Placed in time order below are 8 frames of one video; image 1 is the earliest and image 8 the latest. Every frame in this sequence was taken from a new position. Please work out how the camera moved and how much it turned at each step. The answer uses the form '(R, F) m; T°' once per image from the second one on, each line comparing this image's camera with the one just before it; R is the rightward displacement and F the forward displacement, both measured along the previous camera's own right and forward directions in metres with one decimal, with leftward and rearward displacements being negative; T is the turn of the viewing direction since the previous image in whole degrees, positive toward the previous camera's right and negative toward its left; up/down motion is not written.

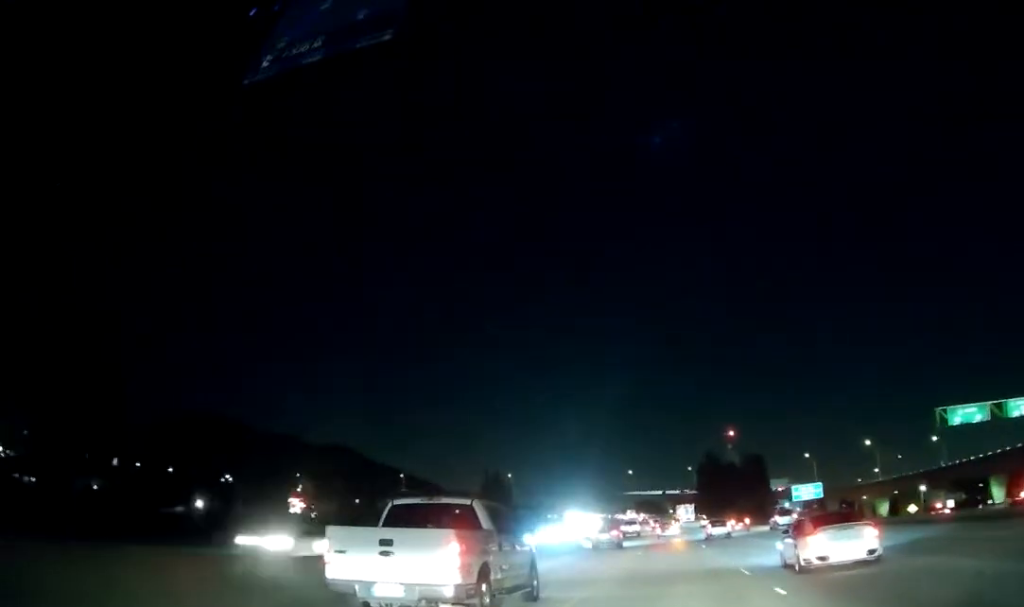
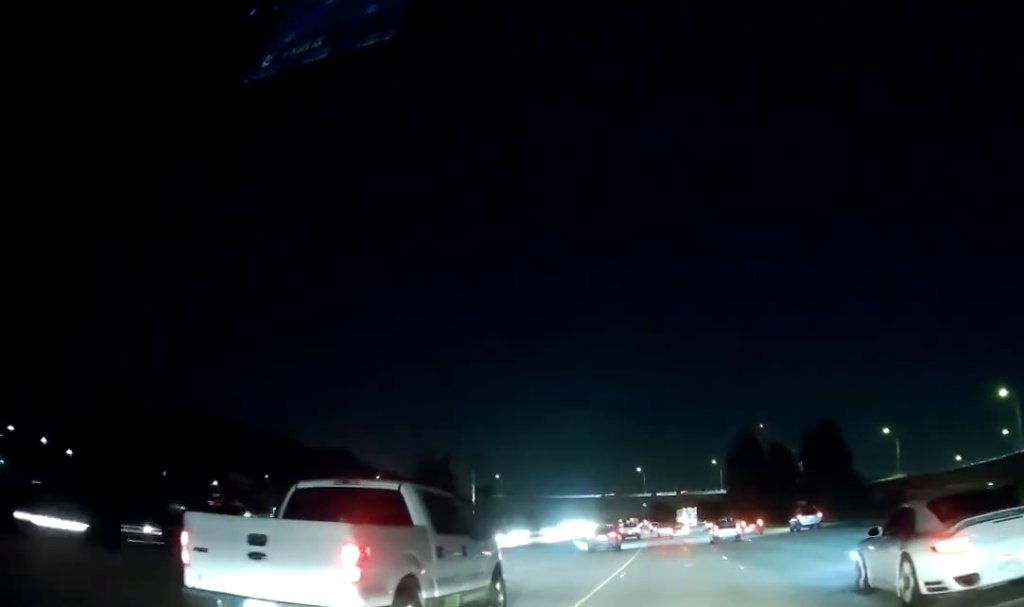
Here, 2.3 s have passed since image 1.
(-1.2, +70.4) m; -2°
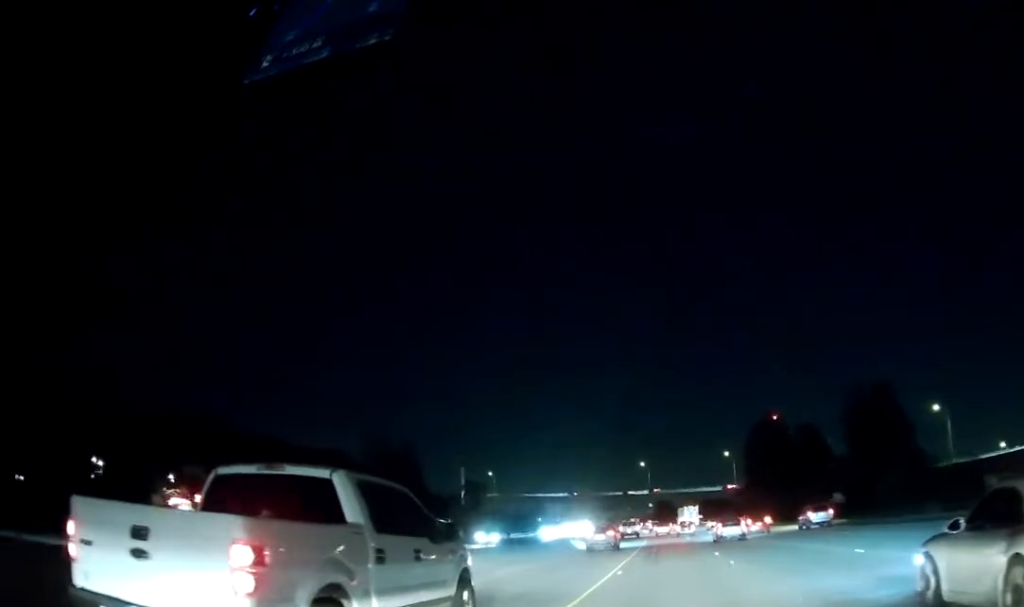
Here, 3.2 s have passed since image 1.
(-0.1, +27.9) m; 0°
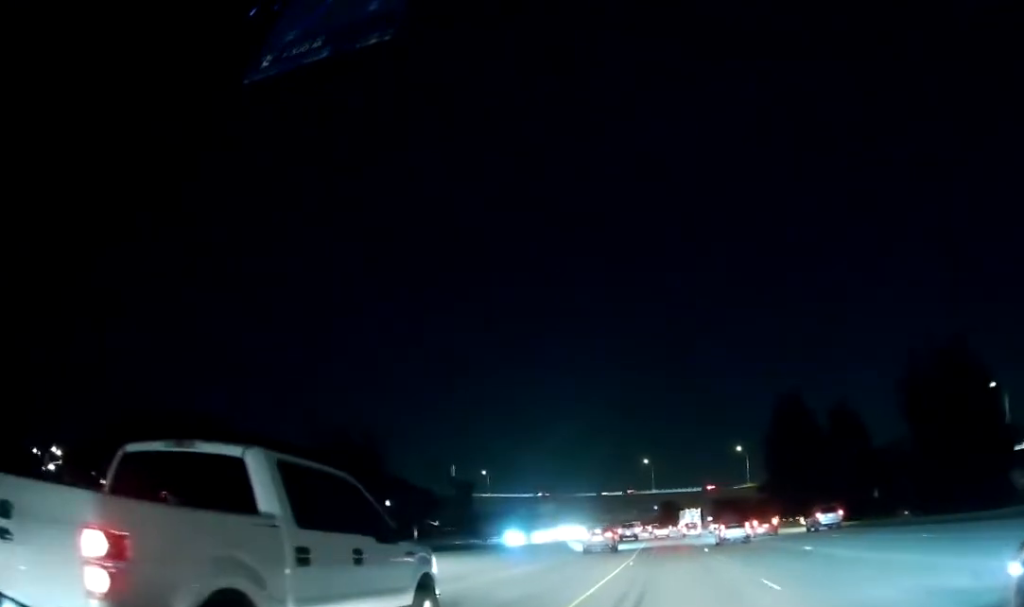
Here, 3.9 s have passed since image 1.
(0.0, +22.7) m; 0°
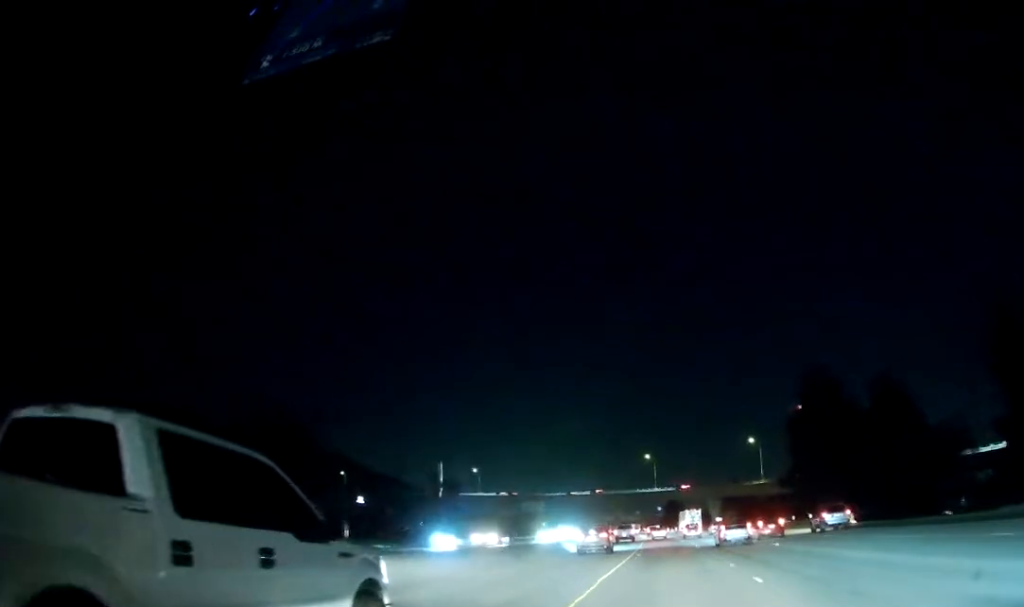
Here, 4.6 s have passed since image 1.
(0.0, +20.7) m; 0°
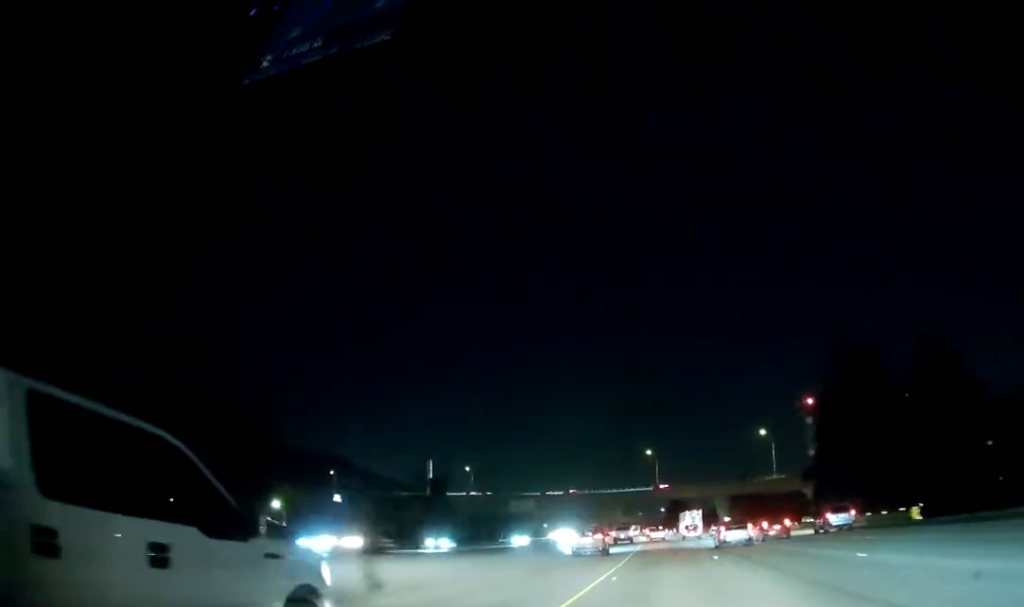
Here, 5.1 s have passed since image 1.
(0.0, +16.5) m; 0°
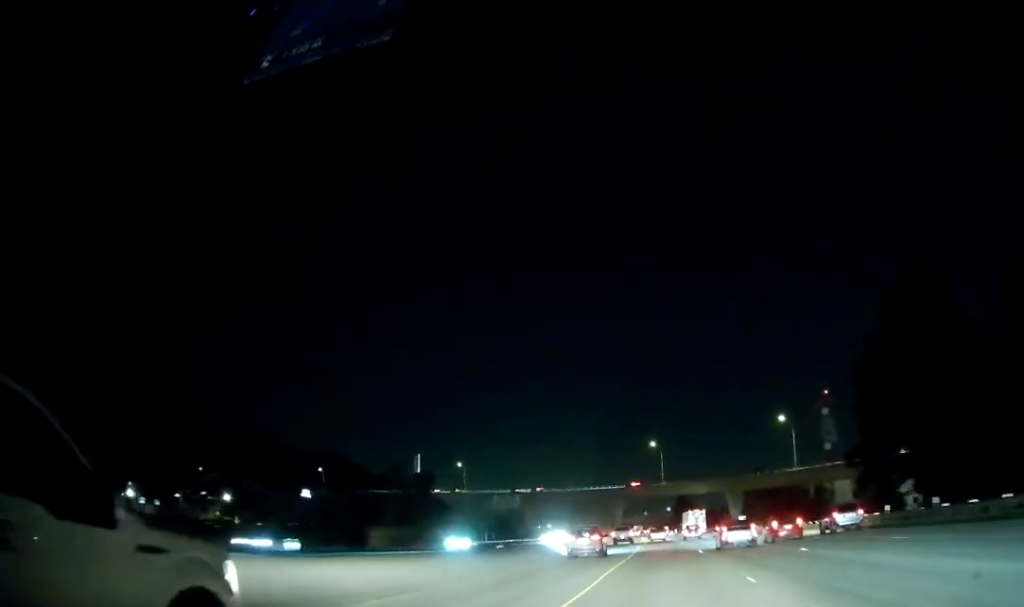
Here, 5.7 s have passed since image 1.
(+0.1, +18.6) m; 0°
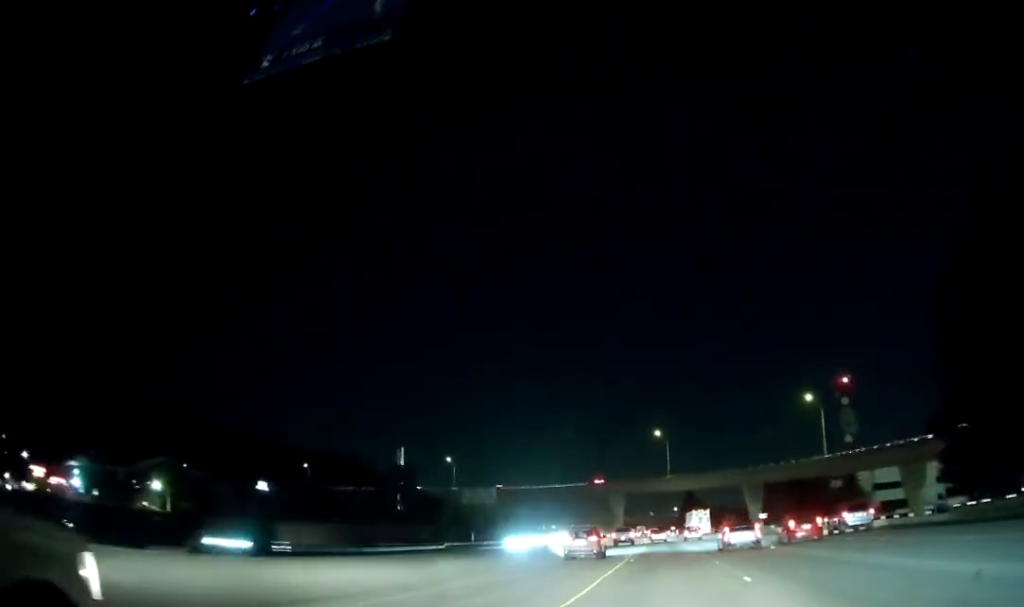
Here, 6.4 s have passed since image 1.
(-0.2, +21.7) m; -1°
